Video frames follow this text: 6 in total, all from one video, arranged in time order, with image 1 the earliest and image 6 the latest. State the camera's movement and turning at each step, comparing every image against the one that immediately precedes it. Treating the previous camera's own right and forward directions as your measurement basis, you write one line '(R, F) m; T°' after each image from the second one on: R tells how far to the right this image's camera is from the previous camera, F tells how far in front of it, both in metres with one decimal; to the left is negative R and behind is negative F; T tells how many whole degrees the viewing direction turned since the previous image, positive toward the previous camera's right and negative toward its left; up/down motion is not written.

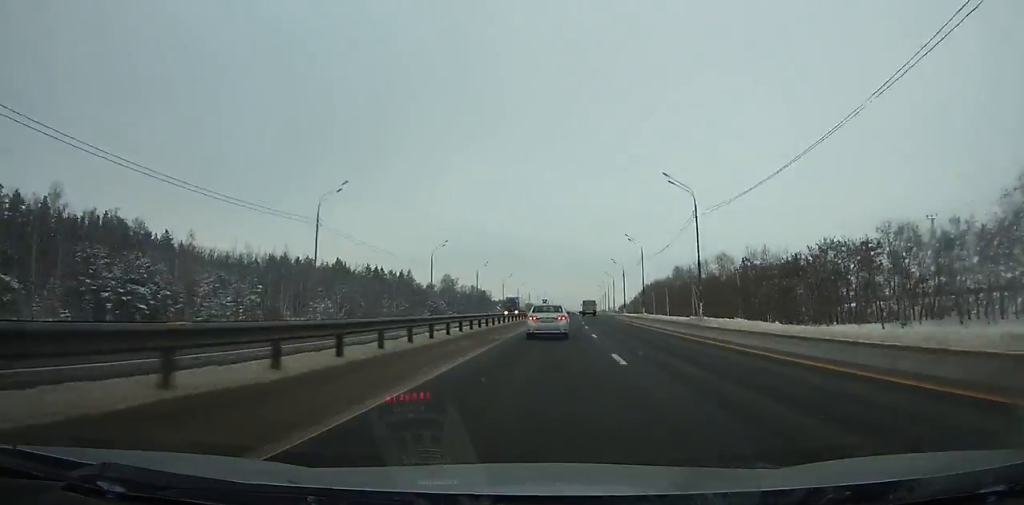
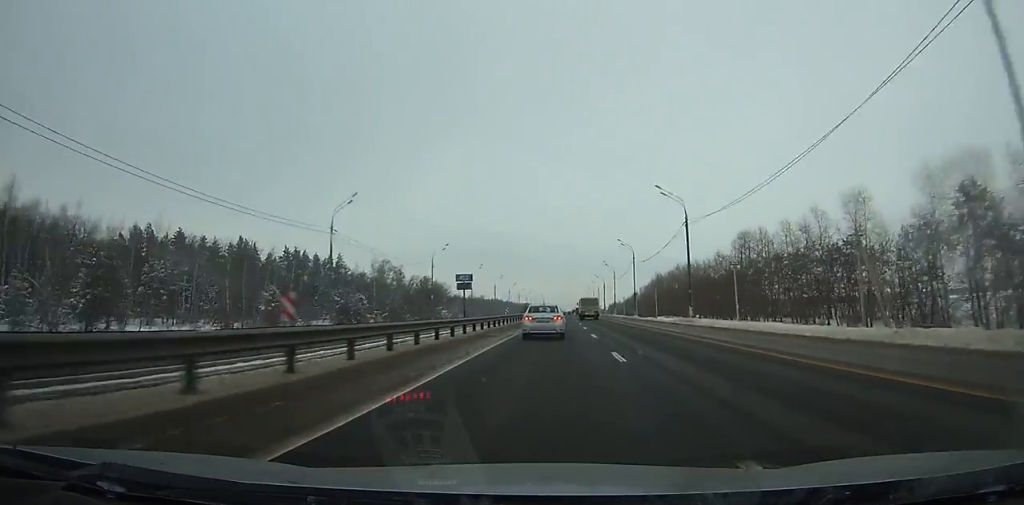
(+0.5, +70.0) m; +1°
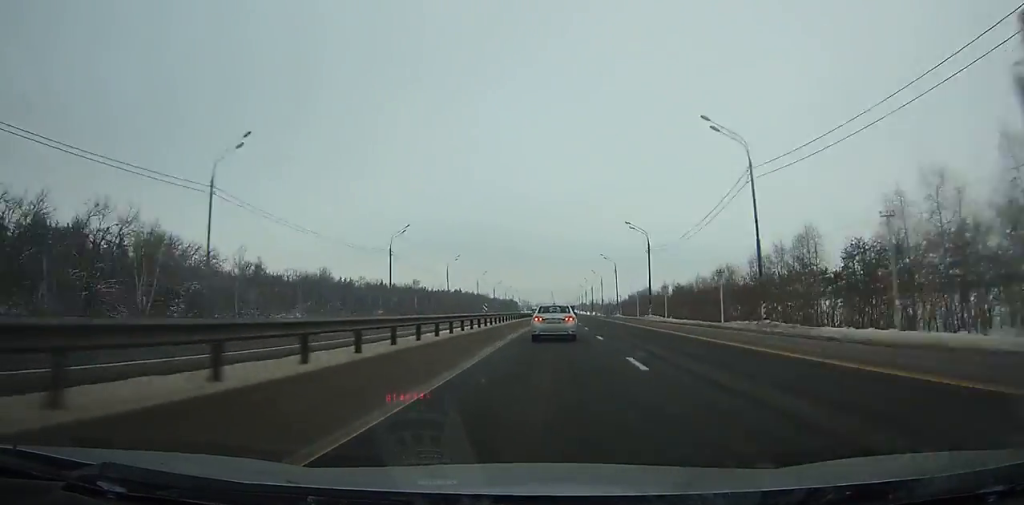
(+3.5, +206.9) m; +1°
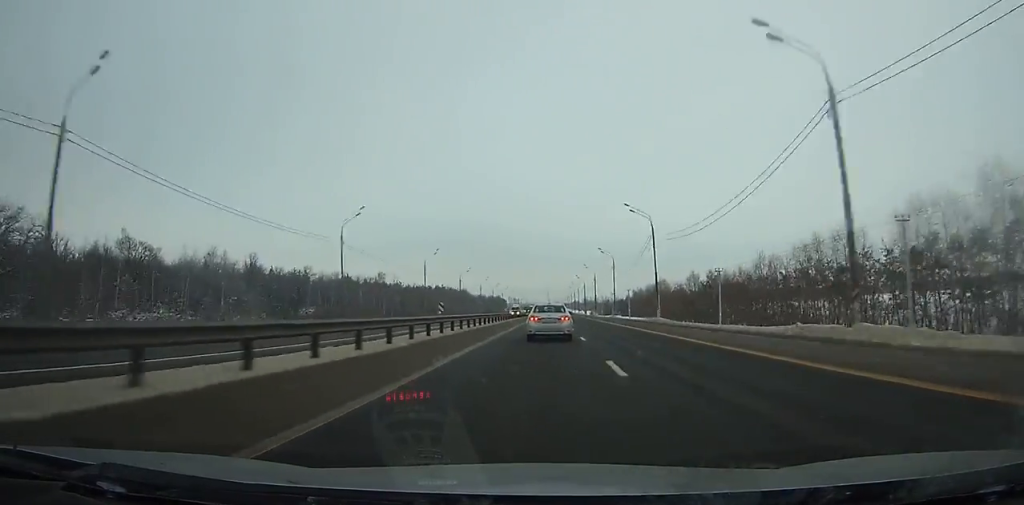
(+0.2, +49.3) m; 0°
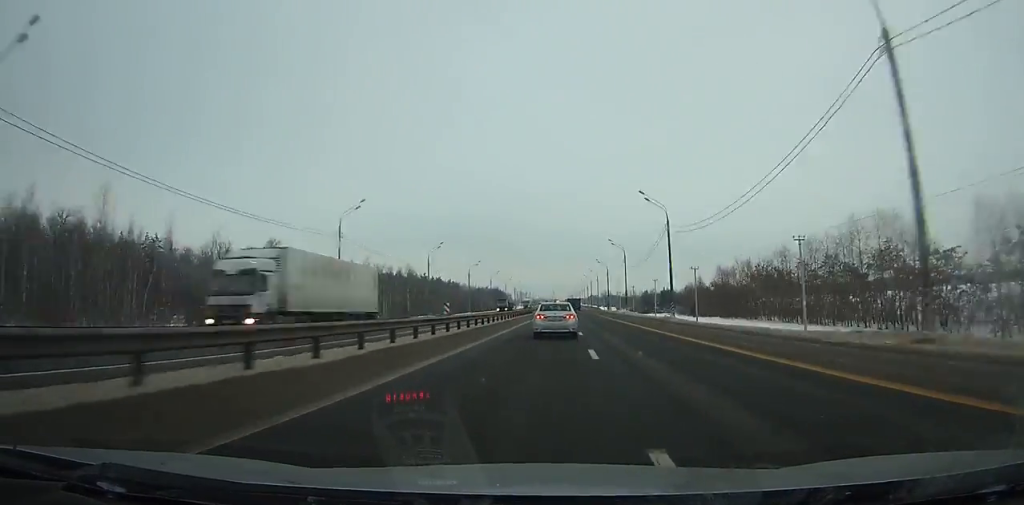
(-0.3, +116.2) m; 0°
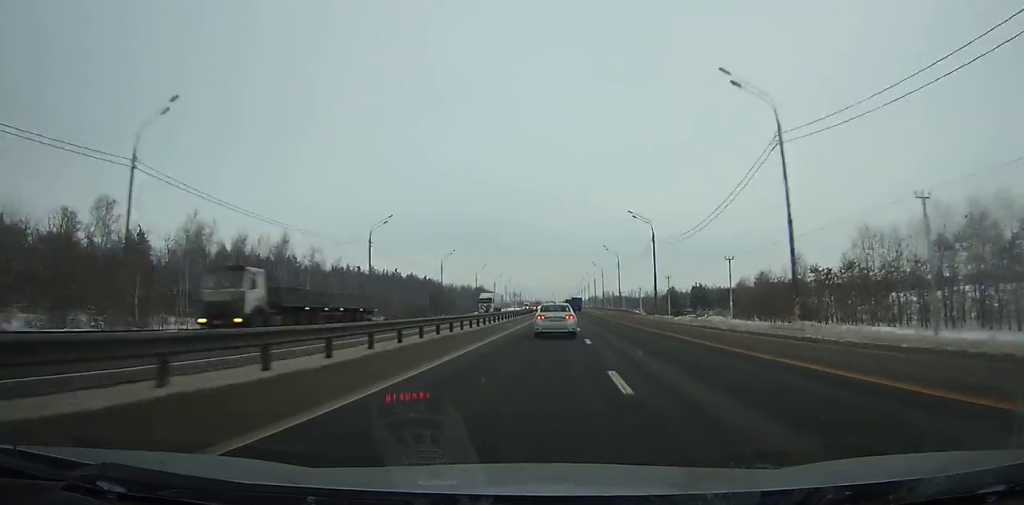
(0.0, +67.3) m; 0°
